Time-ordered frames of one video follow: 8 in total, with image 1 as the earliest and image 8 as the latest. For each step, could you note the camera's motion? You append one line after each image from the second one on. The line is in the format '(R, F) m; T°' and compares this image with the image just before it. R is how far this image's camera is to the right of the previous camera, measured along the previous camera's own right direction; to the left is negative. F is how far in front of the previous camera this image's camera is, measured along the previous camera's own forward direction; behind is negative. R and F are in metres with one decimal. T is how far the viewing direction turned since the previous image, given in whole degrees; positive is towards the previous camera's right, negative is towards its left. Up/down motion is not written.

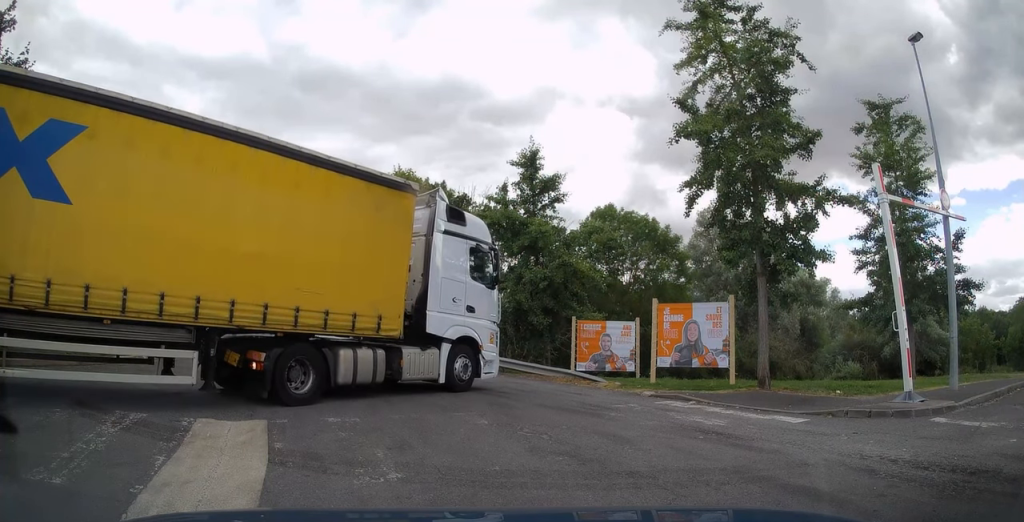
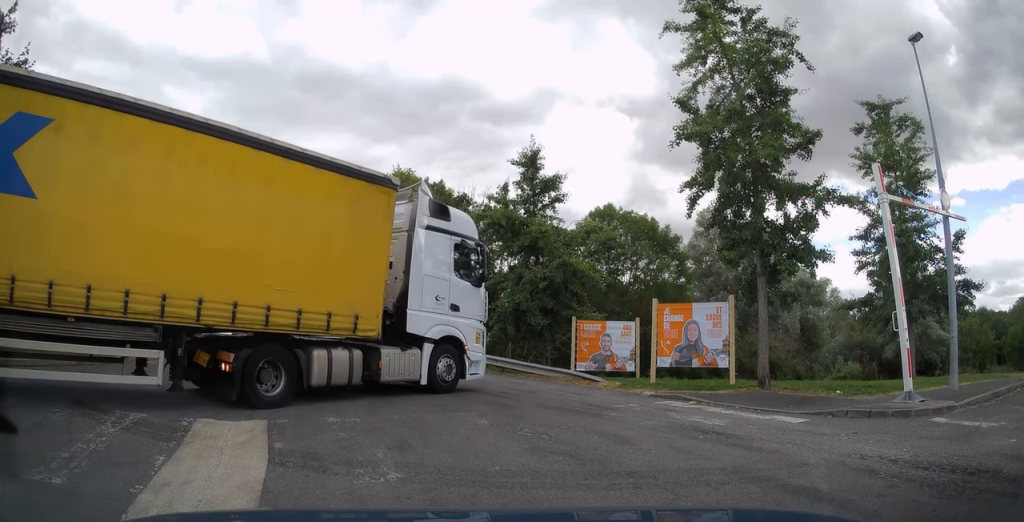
(0.0, 0.0) m; 0°
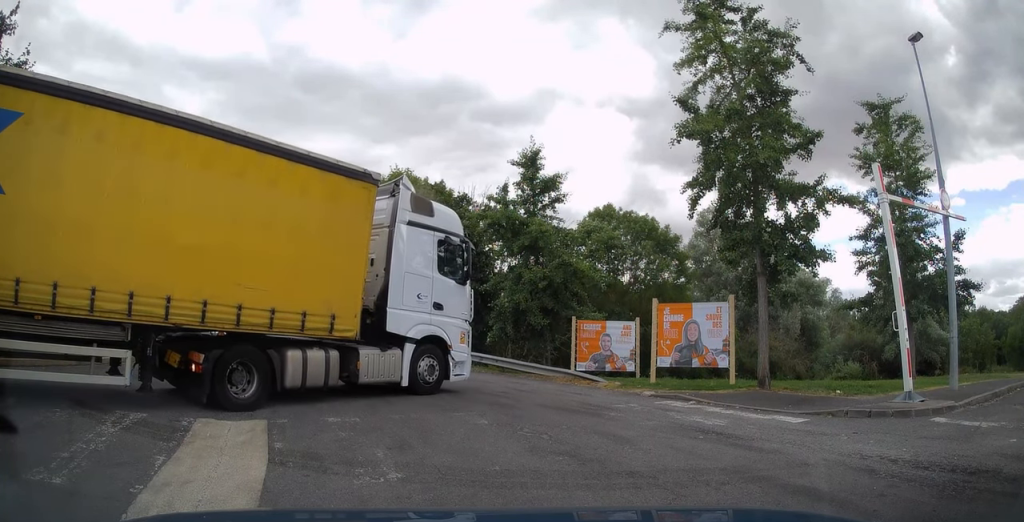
(0.0, 0.0) m; 0°
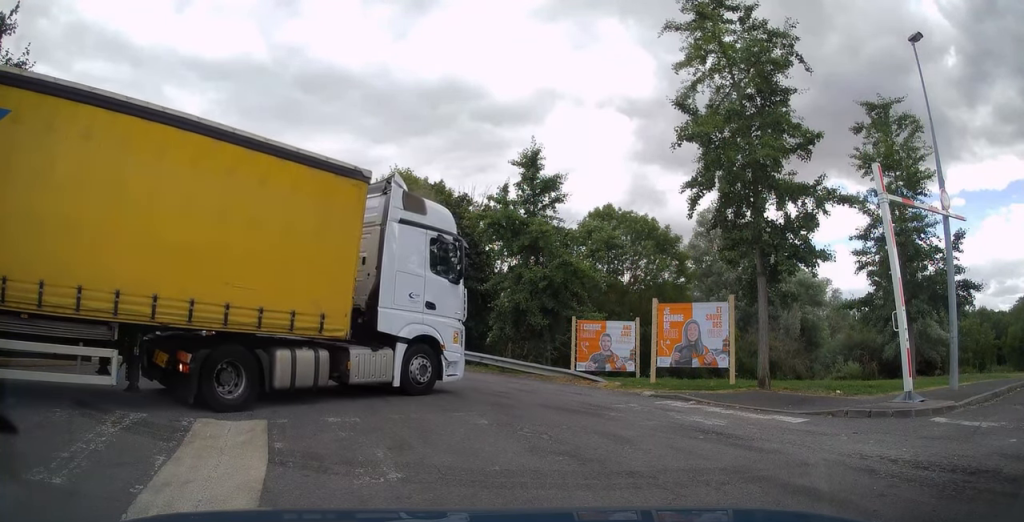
(0.0, 0.0) m; 0°
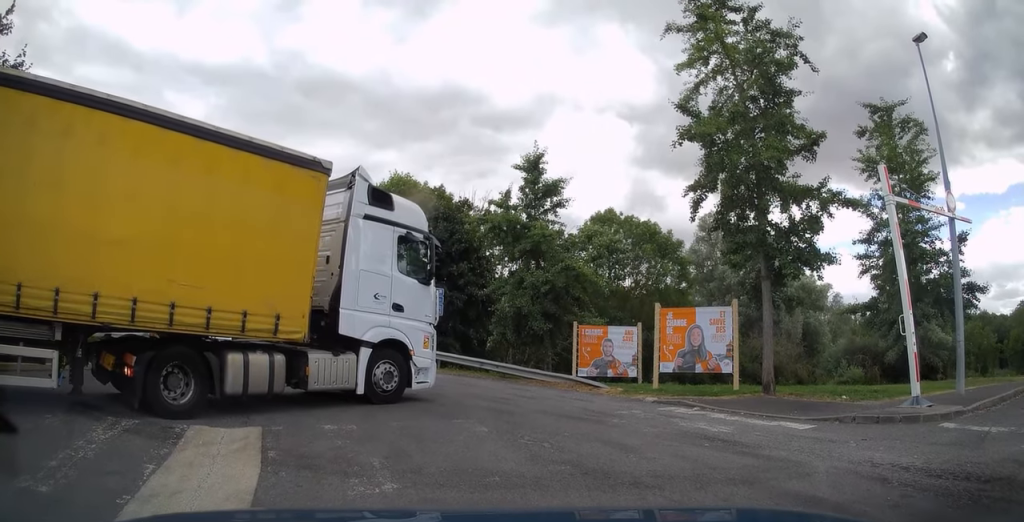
(0.0, -0.3) m; 0°
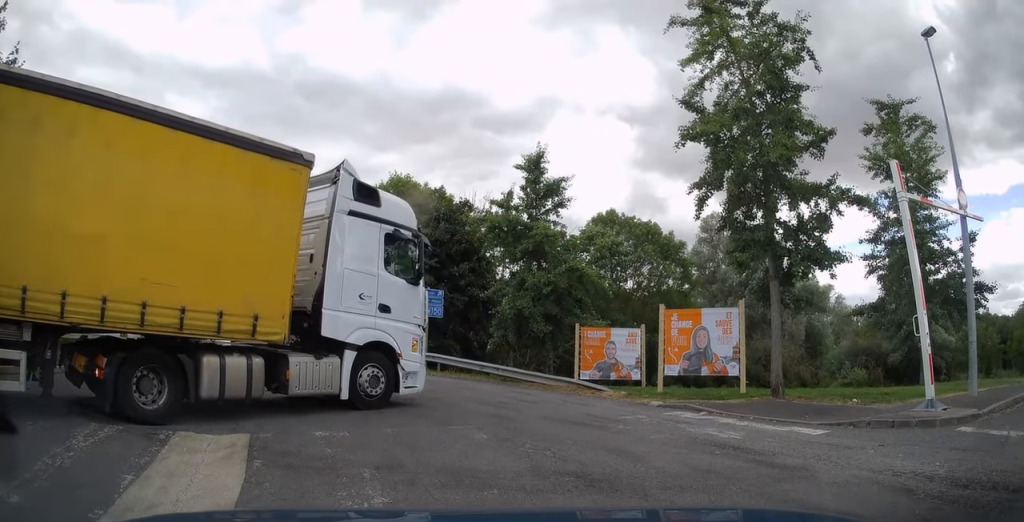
(0.0, -0.2) m; 0°
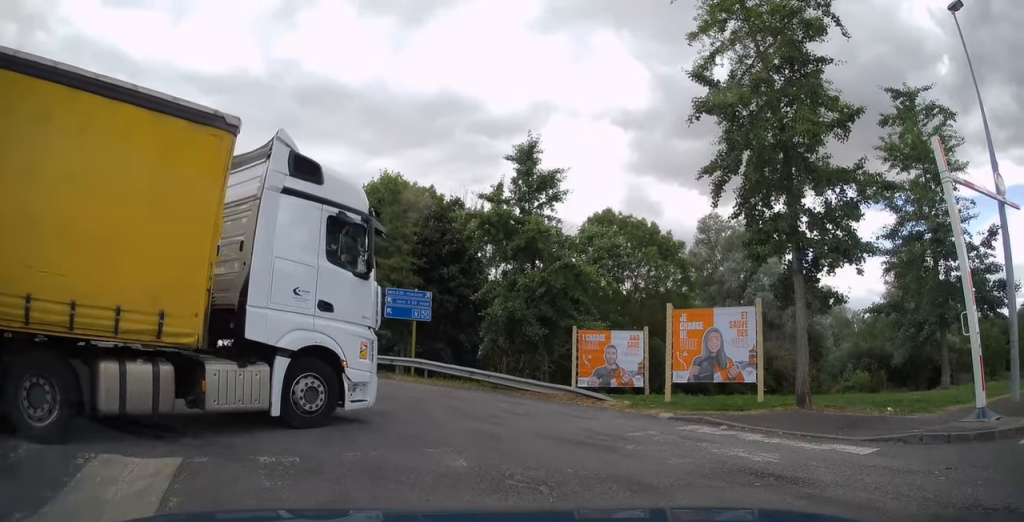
(0.0, +1.2) m; 0°
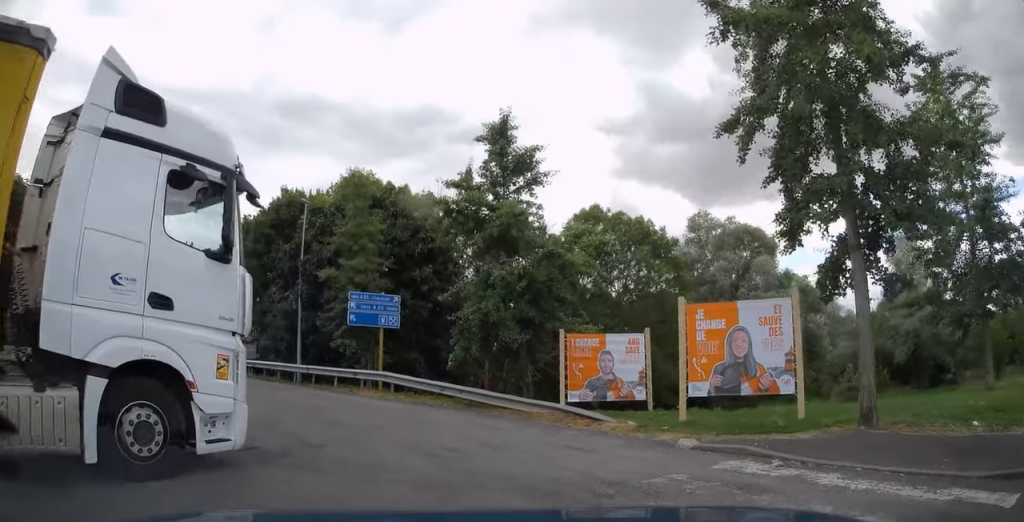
(0.0, +2.8) m; -5°
